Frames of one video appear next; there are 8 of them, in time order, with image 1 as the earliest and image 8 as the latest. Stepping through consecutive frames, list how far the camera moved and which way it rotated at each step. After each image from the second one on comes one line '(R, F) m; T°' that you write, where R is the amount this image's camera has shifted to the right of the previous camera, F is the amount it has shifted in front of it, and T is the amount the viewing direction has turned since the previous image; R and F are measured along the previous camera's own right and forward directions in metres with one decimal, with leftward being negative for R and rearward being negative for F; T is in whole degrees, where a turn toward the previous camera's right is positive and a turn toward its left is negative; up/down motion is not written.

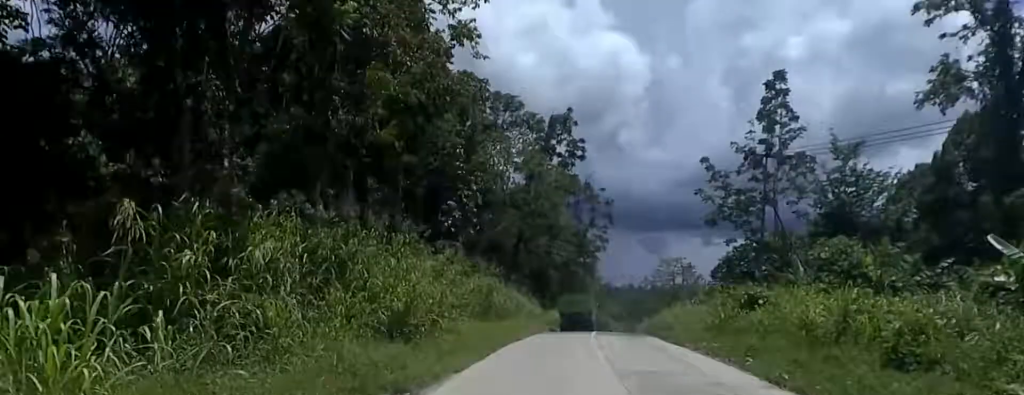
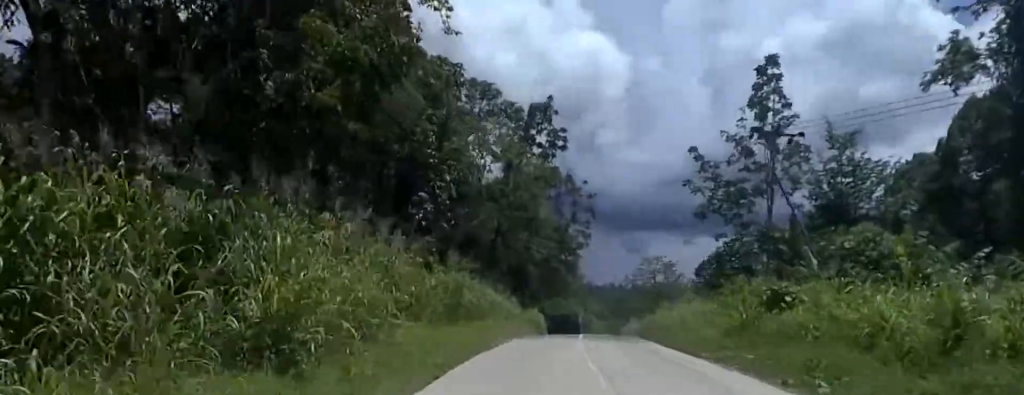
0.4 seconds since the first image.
(0.0, +4.4) m; +4°
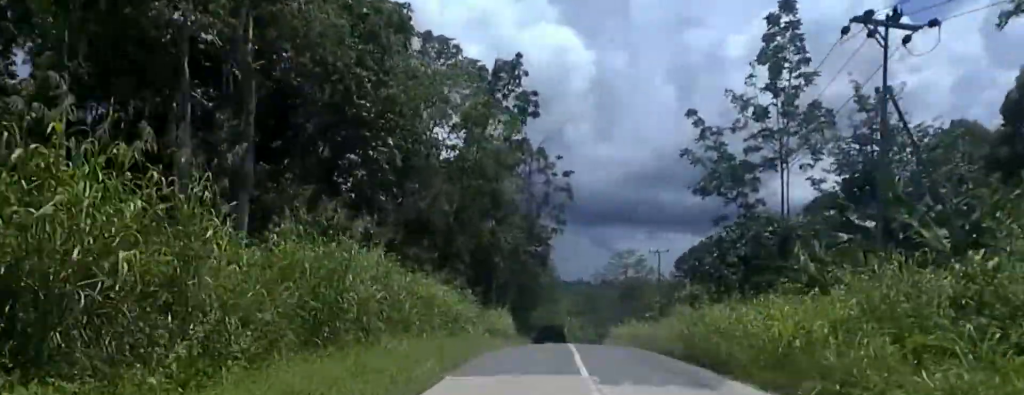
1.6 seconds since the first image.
(+1.4, +11.4) m; +4°
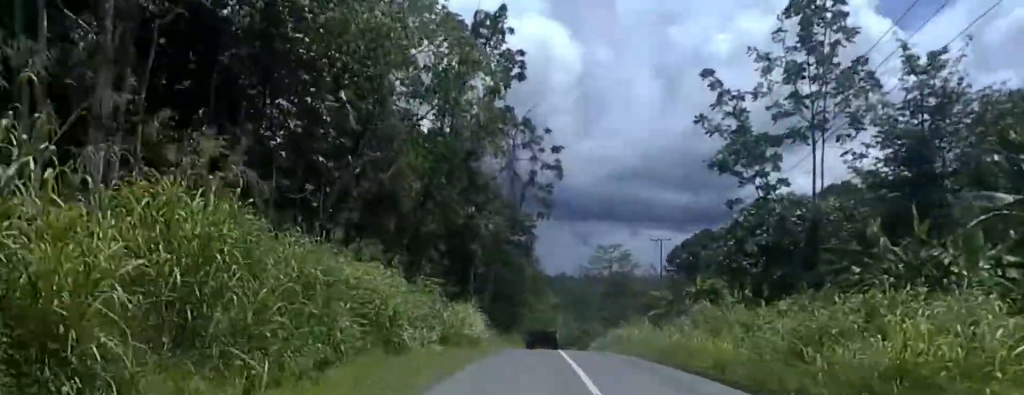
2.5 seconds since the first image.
(-0.3, +8.3) m; -3°
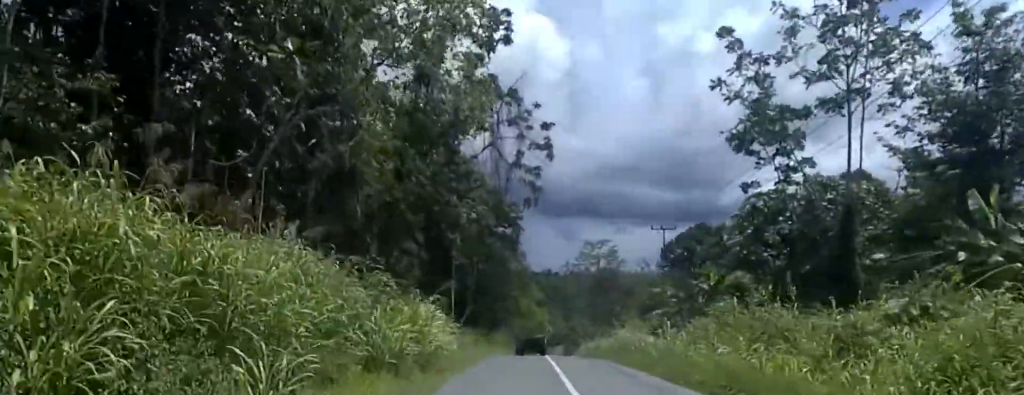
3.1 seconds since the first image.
(0.0, +6.4) m; 0°
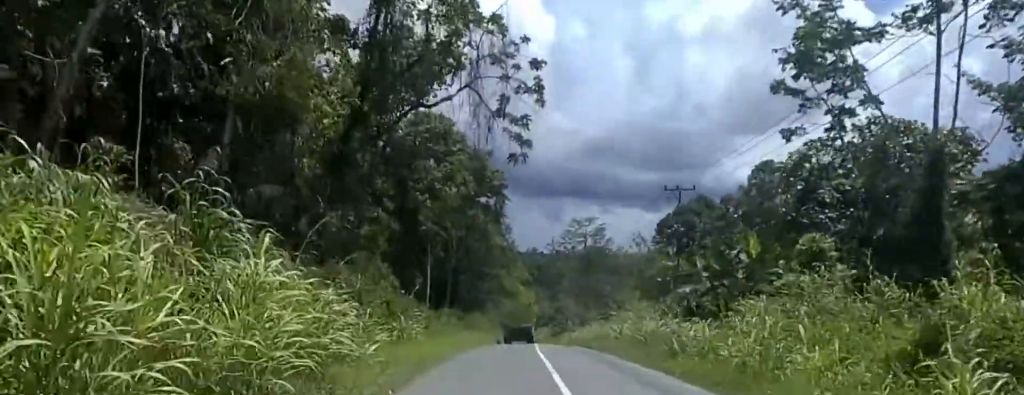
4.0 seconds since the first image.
(0.0, +8.9) m; +3°
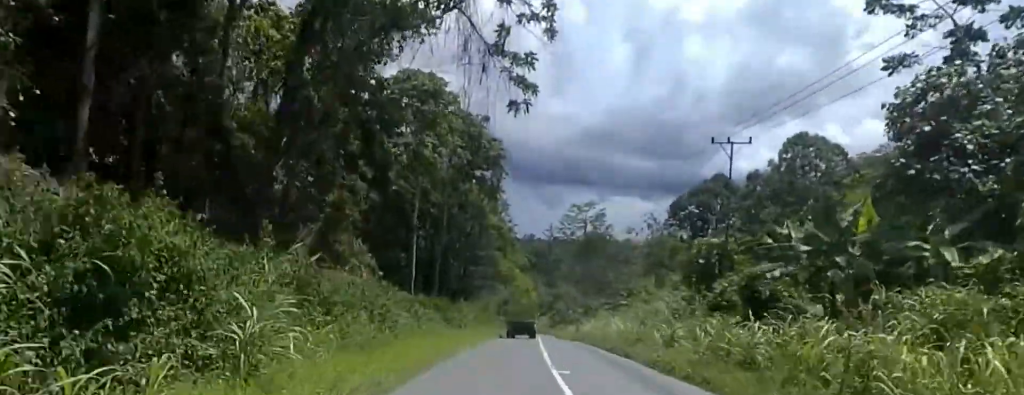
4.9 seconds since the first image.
(+0.4, +9.4) m; -1°
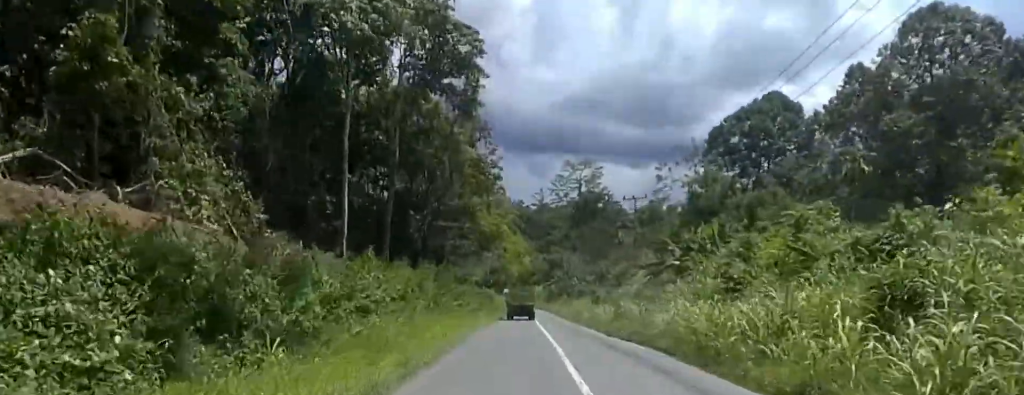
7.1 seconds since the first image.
(+0.4, +24.4) m; +6°
